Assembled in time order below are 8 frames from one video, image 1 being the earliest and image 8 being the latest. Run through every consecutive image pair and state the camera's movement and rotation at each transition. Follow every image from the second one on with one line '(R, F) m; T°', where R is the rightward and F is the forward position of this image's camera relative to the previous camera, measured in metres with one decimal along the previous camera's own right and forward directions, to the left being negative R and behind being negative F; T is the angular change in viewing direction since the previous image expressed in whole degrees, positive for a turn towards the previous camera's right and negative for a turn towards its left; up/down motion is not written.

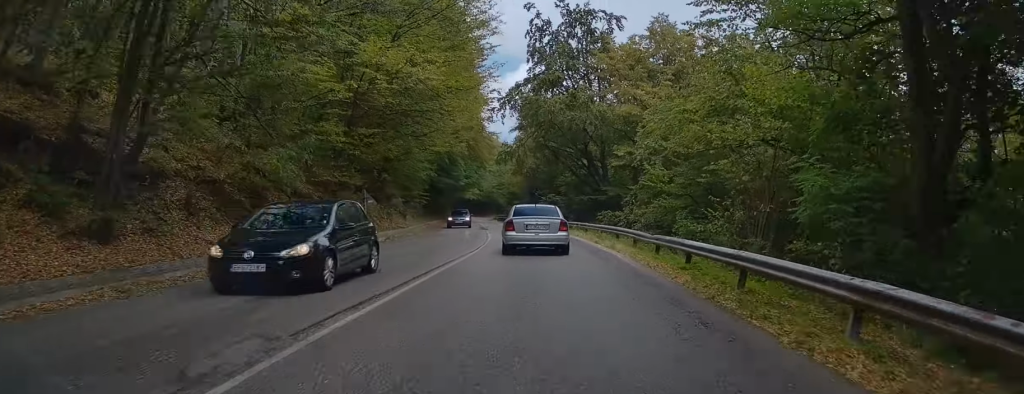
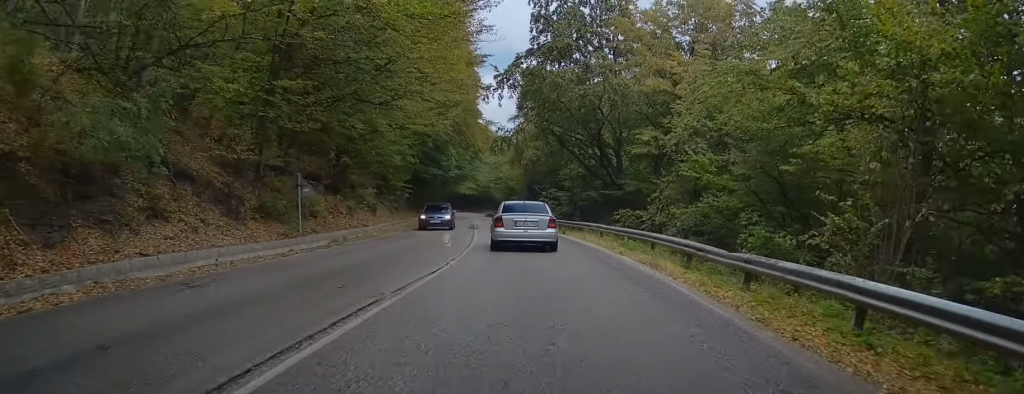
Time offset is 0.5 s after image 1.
(0.0, +8.2) m; 0°
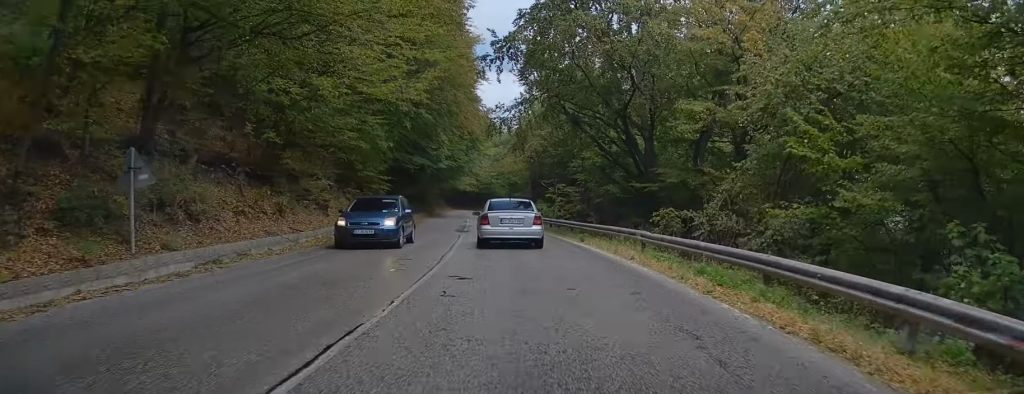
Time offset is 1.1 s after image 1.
(+0.1, +9.3) m; 0°
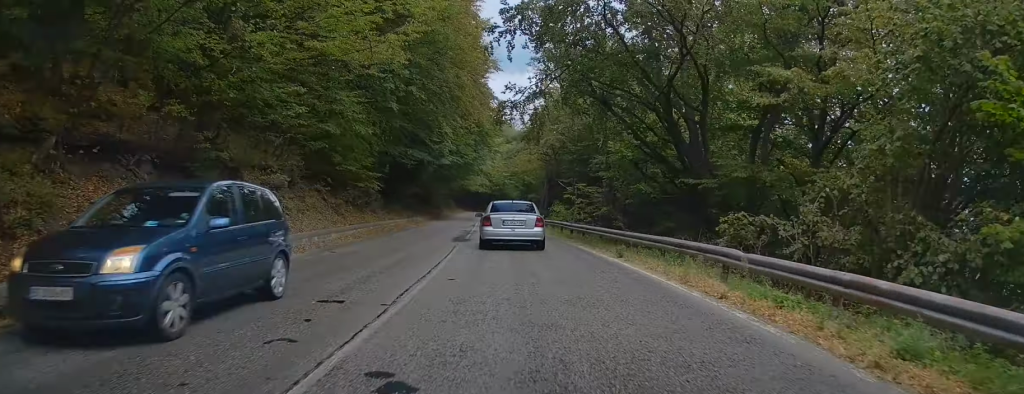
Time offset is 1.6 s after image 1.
(0.0, +6.5) m; -1°
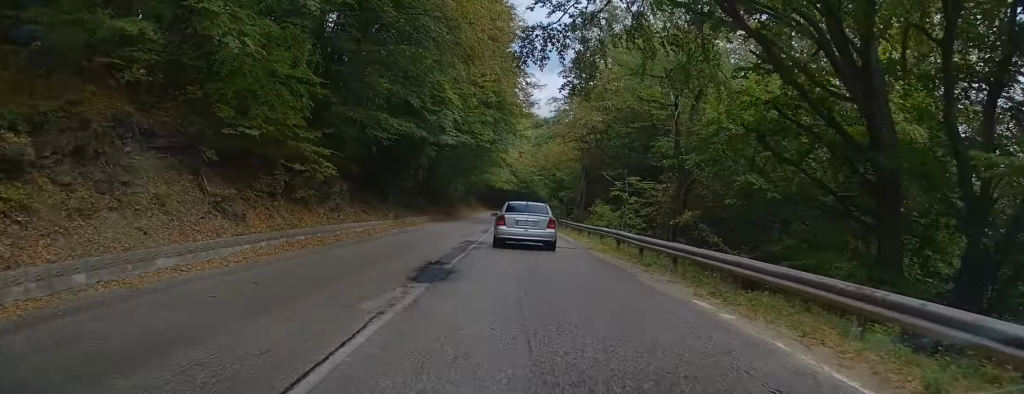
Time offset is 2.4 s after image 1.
(-0.1, +12.8) m; -1°
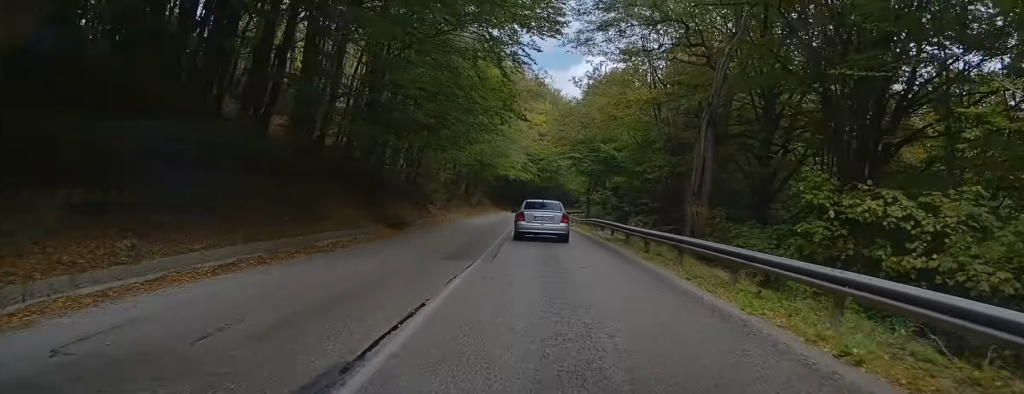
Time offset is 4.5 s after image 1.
(-0.6, +30.2) m; -2°
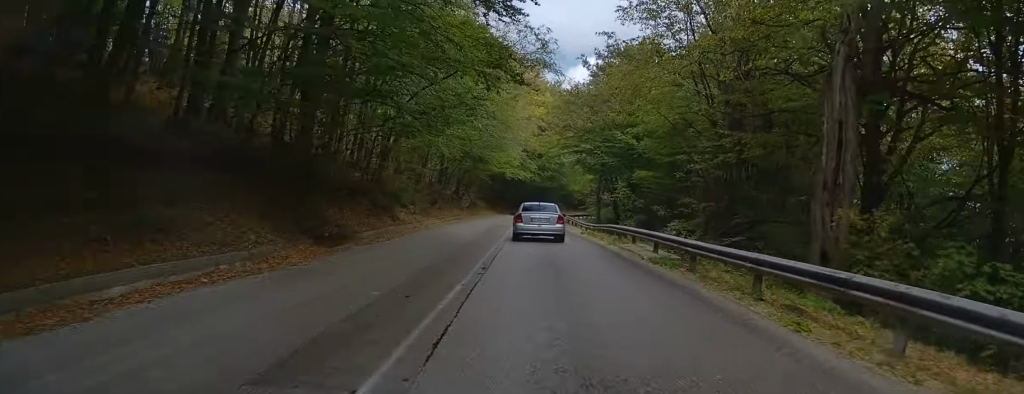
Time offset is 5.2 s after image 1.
(0.0, +9.1) m; -1°
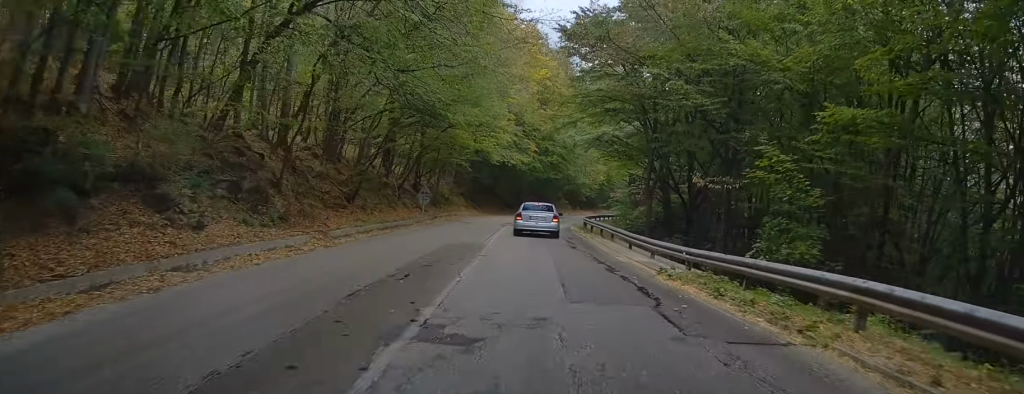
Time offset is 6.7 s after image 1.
(-0.3, +22.4) m; +1°
